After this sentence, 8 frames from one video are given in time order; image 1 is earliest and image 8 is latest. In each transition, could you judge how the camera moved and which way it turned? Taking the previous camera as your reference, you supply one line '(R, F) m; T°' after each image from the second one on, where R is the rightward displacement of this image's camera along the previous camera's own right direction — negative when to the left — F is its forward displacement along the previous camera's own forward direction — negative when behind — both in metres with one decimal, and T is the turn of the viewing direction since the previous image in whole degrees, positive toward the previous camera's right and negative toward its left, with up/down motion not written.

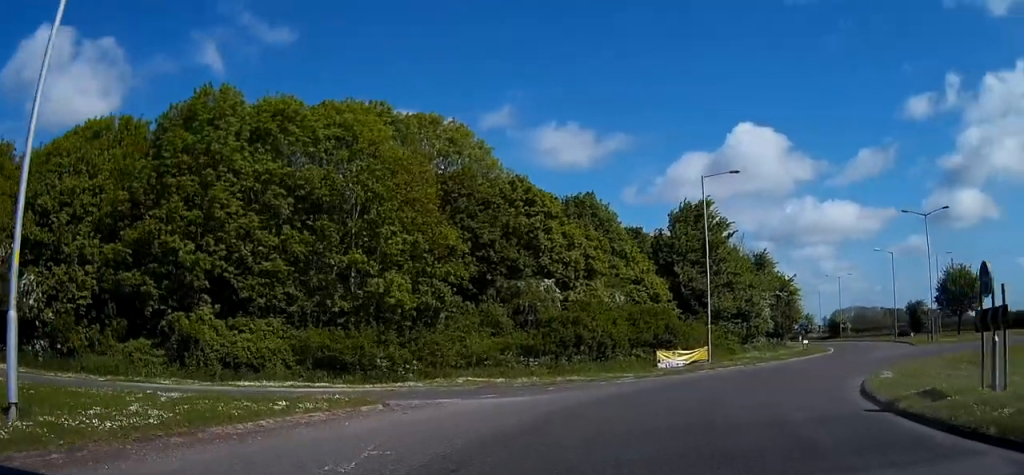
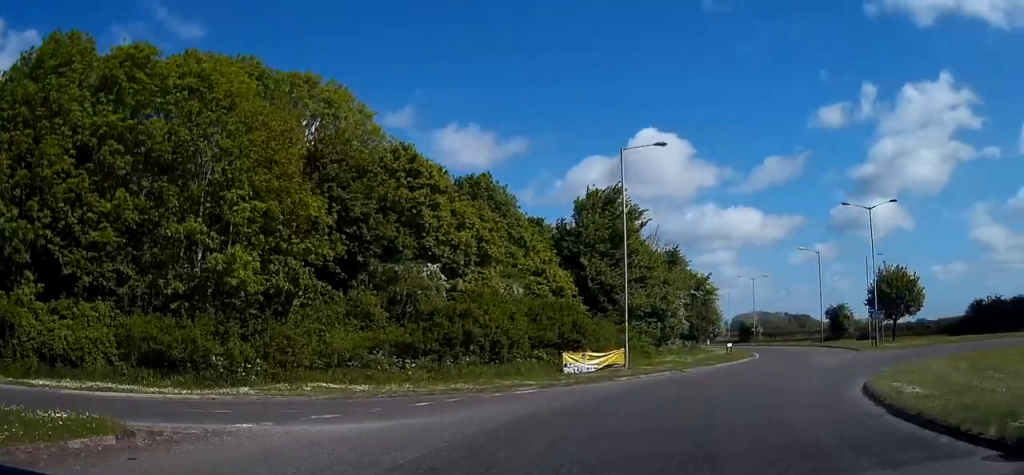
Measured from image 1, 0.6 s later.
(+0.1, +6.8) m; +7°
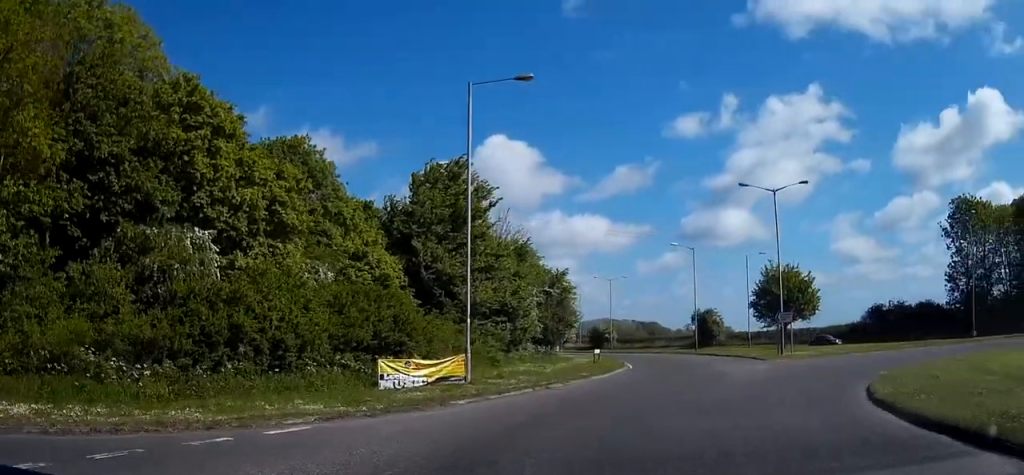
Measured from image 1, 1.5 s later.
(+0.9, +9.8) m; +12°
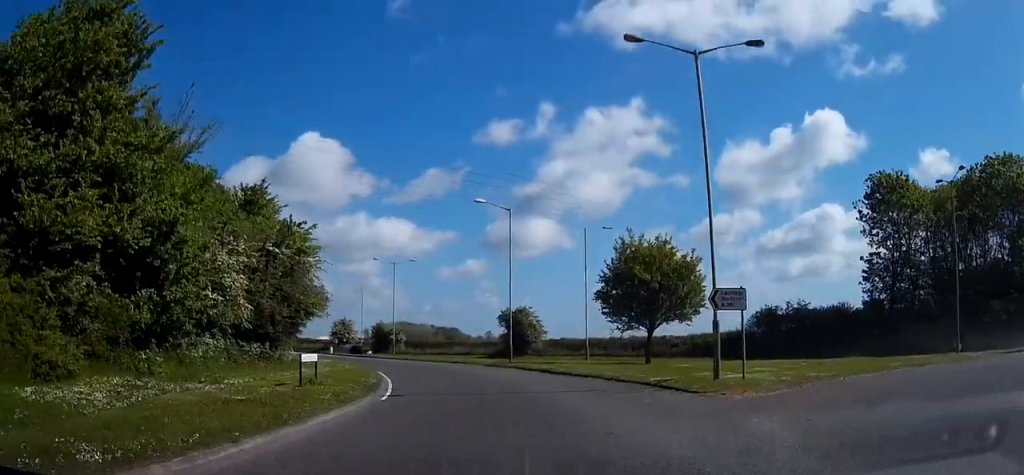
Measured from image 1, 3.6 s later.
(+5.1, +23.2) m; +27°
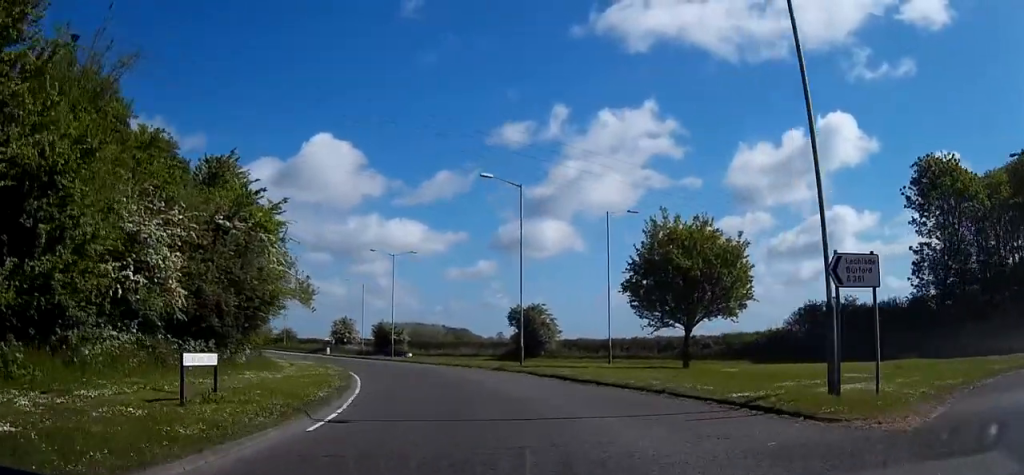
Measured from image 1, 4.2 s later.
(+1.2, +7.8) m; -4°
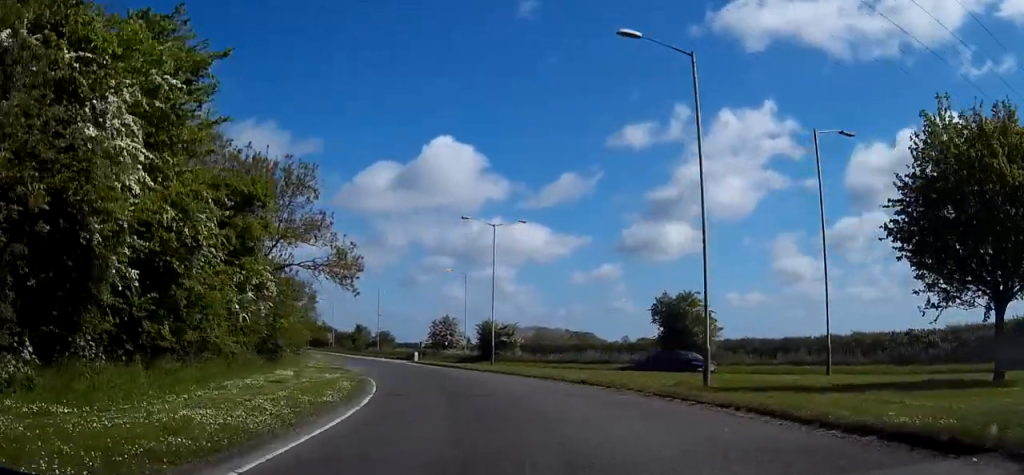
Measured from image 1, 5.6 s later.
(-3.7, +16.5) m; -26°
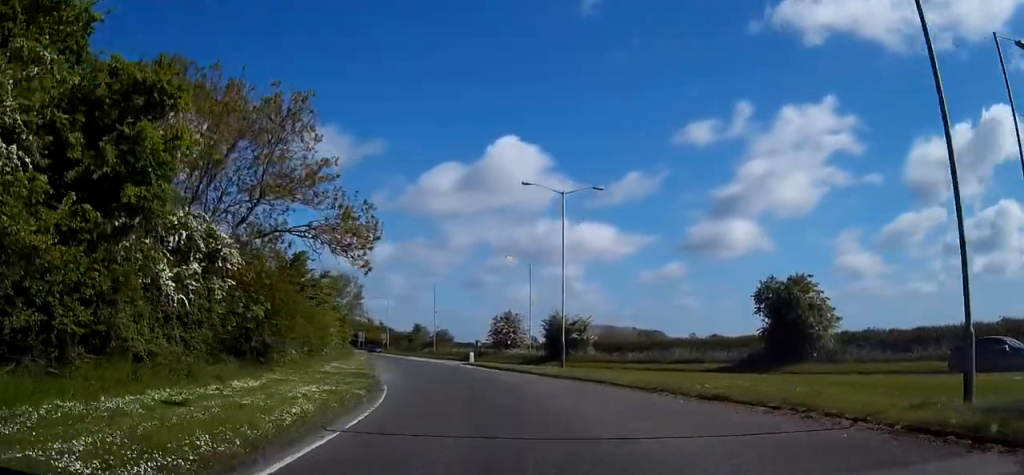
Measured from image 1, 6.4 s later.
(0.0, +10.1) m; +2°
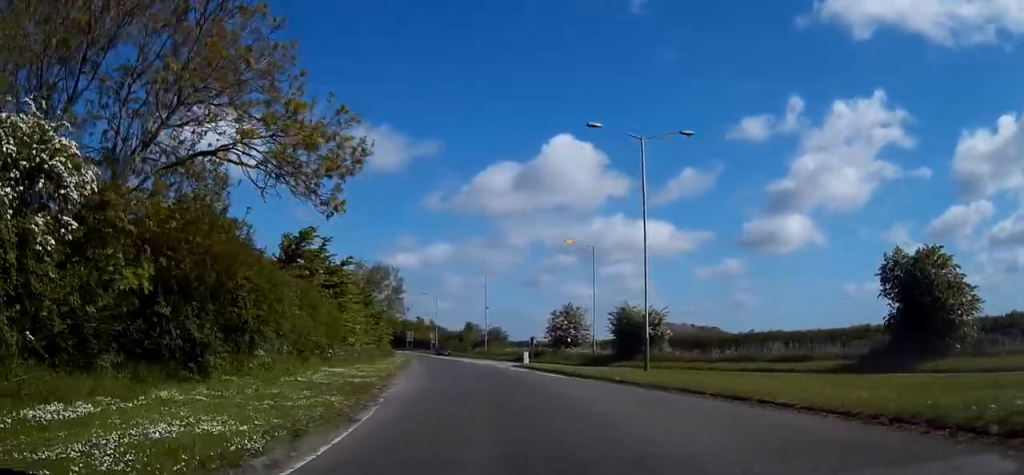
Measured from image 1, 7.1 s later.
(+0.2, +10.0) m; +1°
